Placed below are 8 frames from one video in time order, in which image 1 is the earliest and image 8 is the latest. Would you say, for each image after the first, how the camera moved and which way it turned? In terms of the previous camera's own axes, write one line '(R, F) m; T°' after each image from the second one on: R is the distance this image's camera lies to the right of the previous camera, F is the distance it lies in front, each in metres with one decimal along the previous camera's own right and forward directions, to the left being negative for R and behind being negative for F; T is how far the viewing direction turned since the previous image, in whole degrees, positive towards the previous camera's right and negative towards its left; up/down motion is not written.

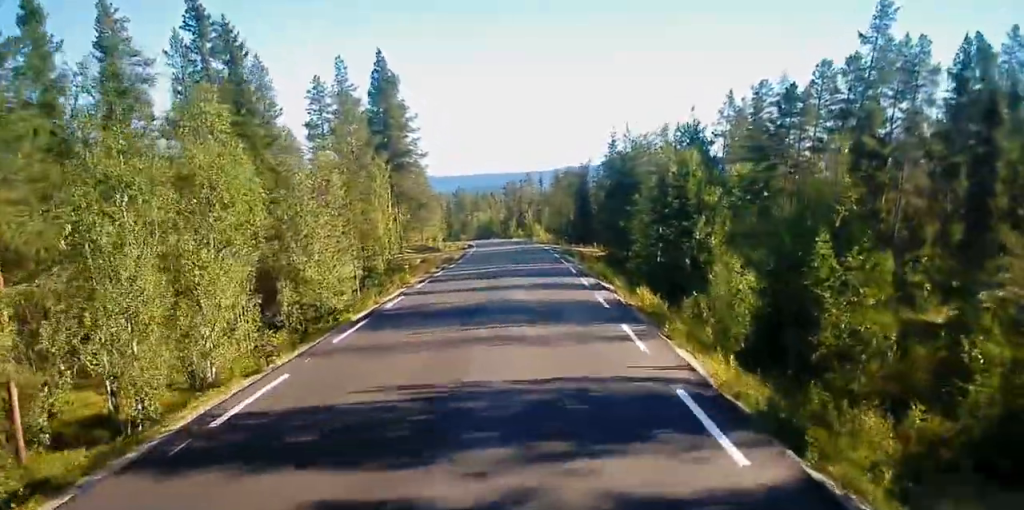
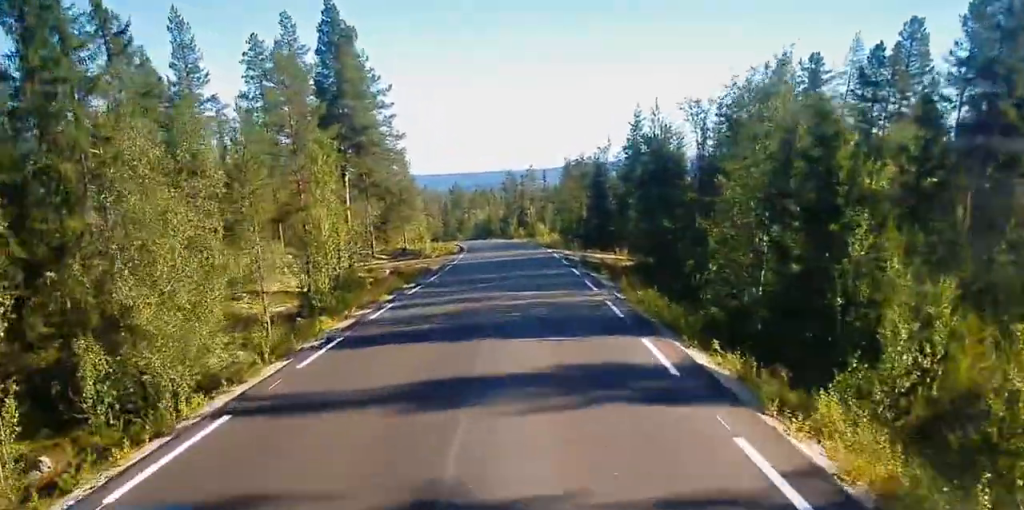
(+0.1, +14.4) m; 0°
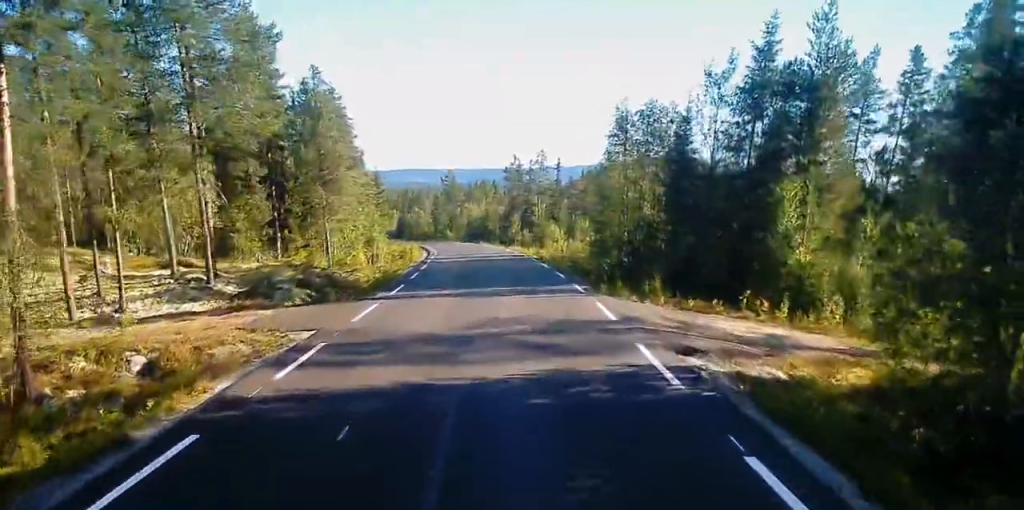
(-0.7, +30.9) m; -2°
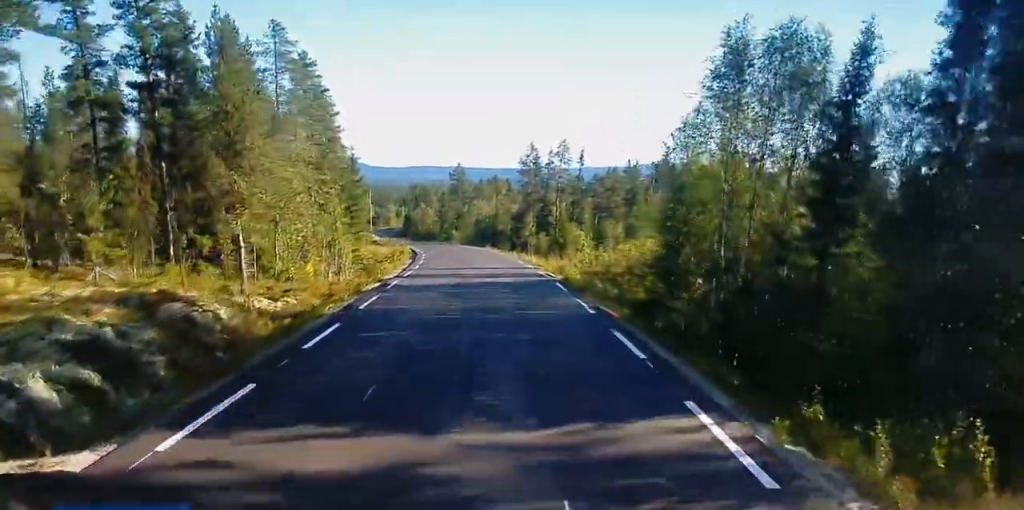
(0.0, +15.7) m; 0°
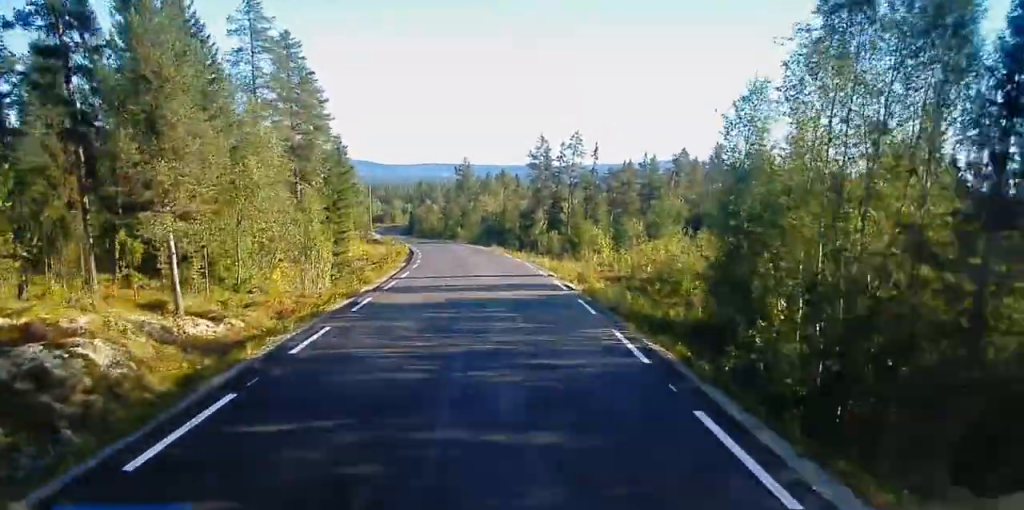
(0.0, +6.6) m; -1°
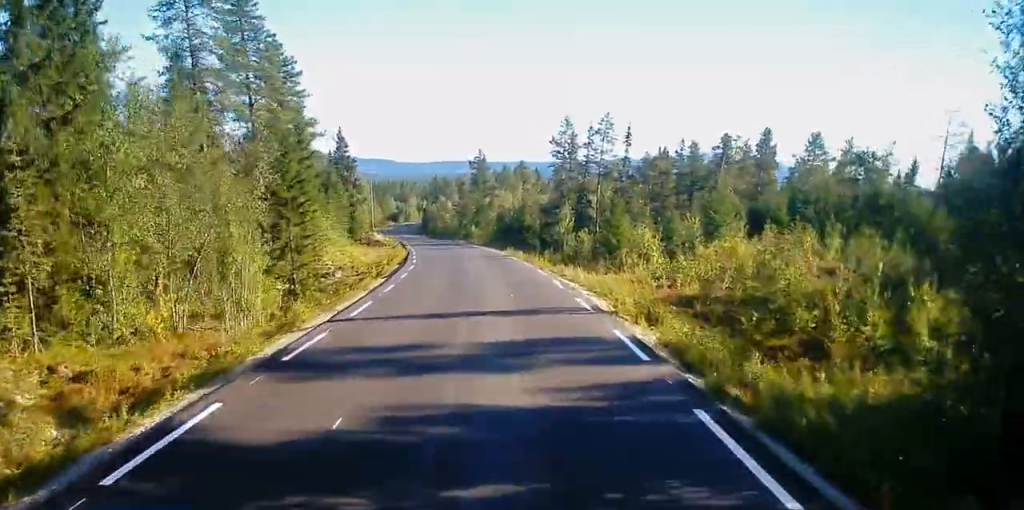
(-0.1, +12.2) m; -1°
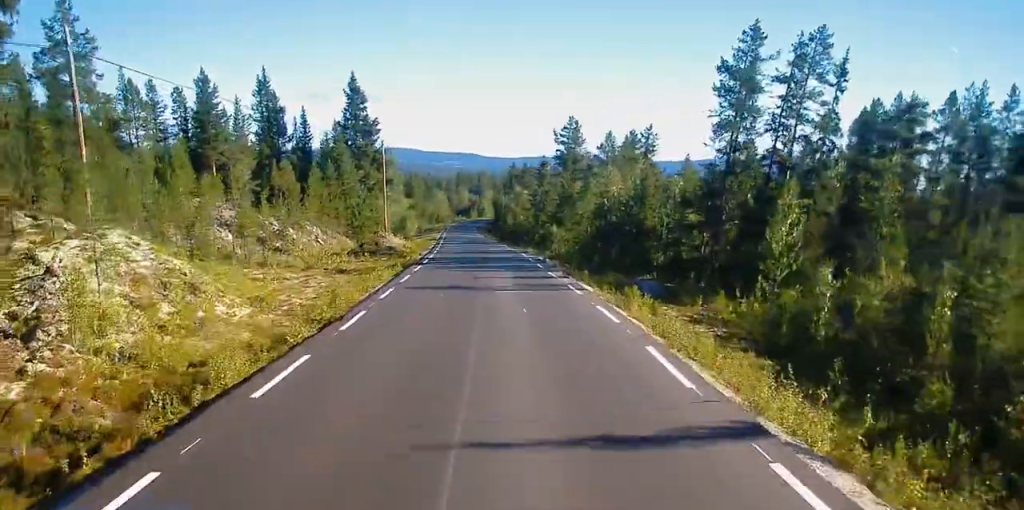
(-1.2, +38.4) m; -5°
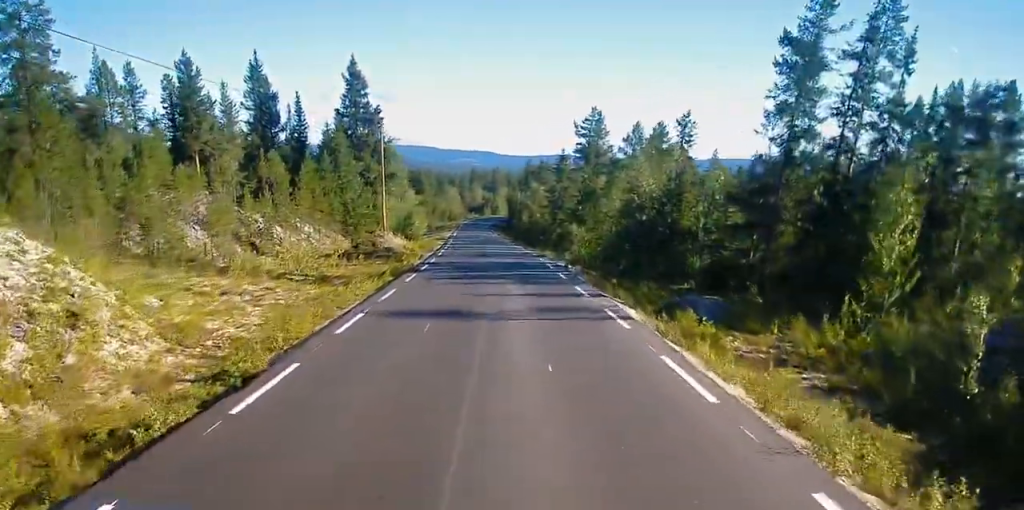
(-0.1, +6.9) m; -1°
